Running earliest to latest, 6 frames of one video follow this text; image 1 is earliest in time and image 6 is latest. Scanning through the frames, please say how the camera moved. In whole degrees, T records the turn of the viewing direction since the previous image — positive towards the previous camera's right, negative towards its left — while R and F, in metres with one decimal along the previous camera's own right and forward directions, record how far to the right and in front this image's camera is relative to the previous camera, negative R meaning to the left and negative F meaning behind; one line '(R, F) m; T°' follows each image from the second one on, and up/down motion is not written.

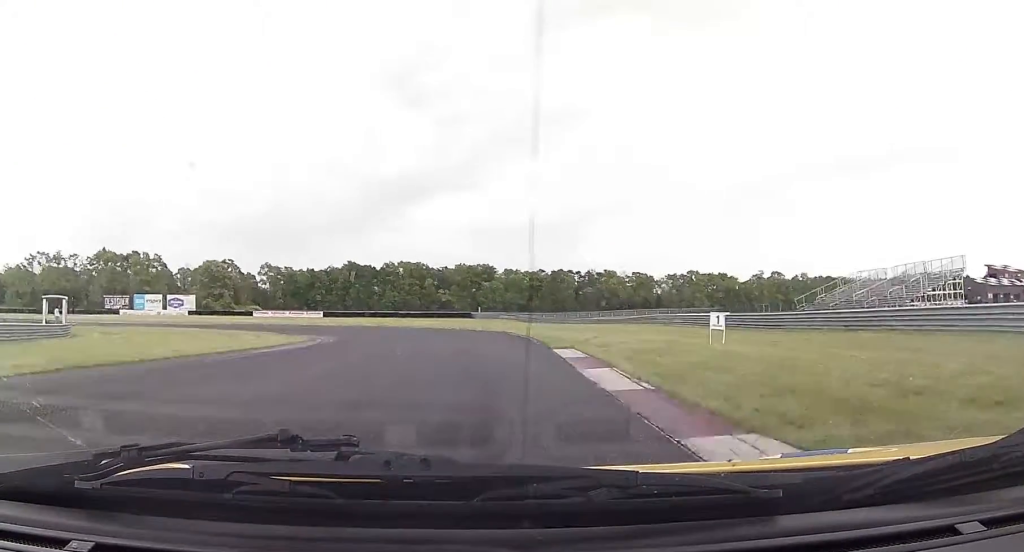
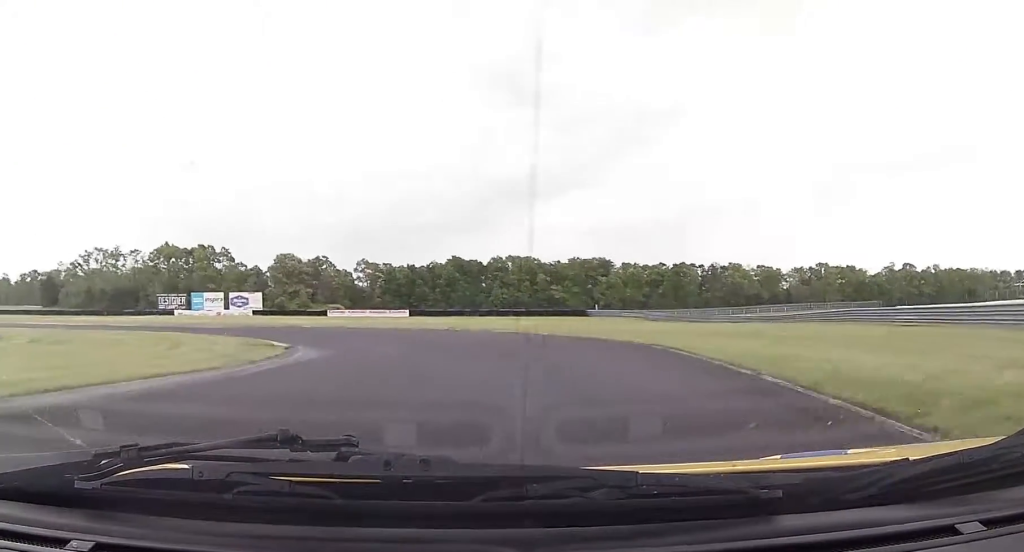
(-2.0, +20.5) m; -14°
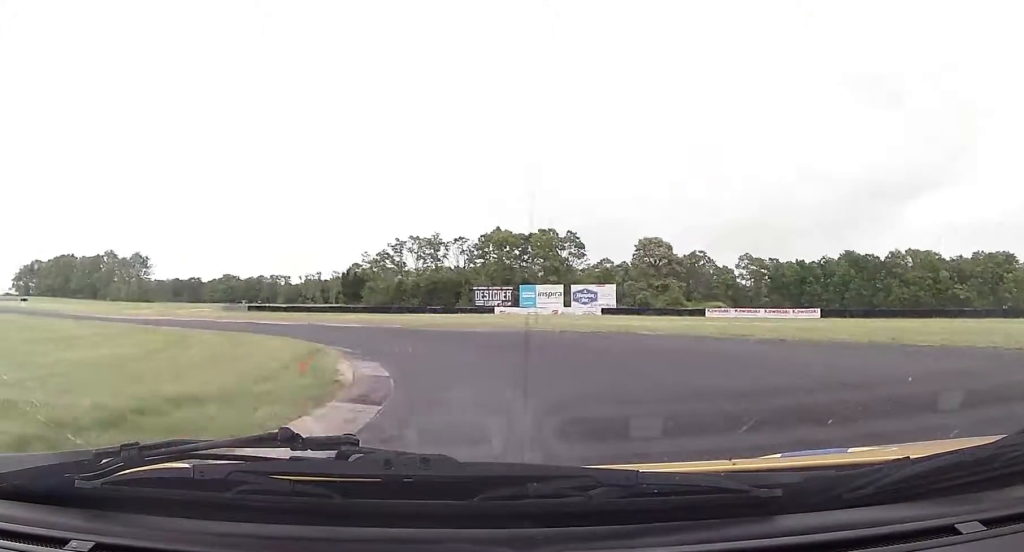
(-7.0, +31.6) m; -30°
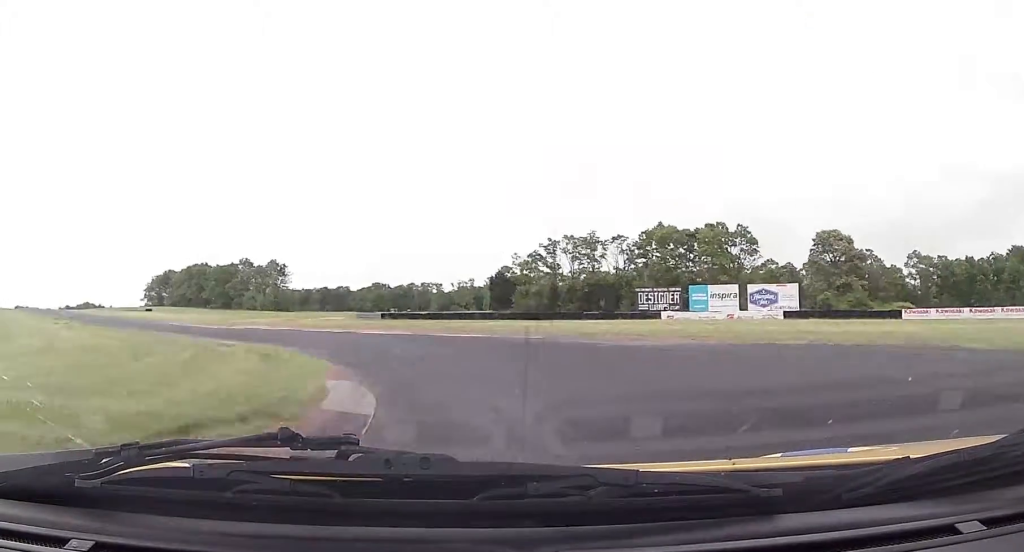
(-2.3, +12.0) m; -11°
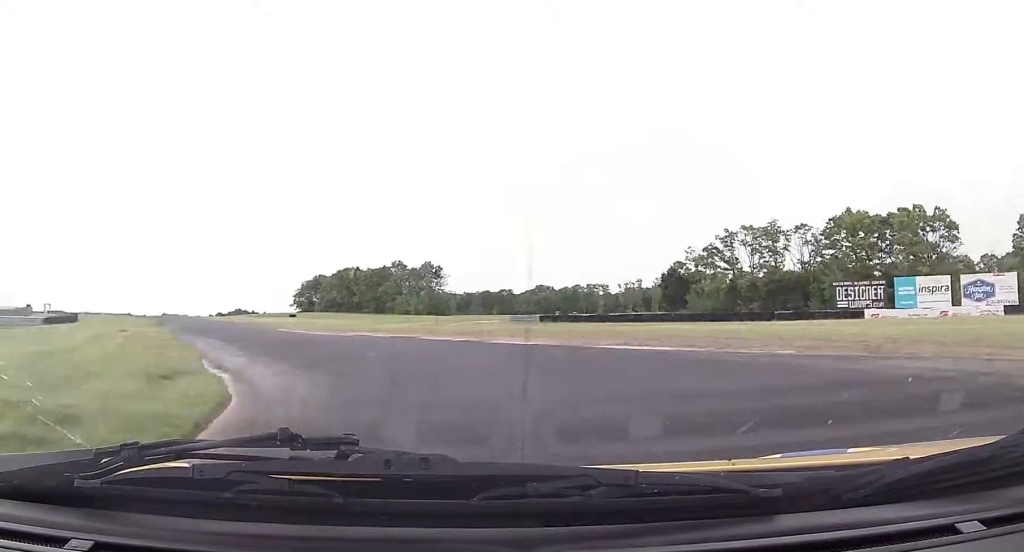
(-0.4, +13.1) m; -12°
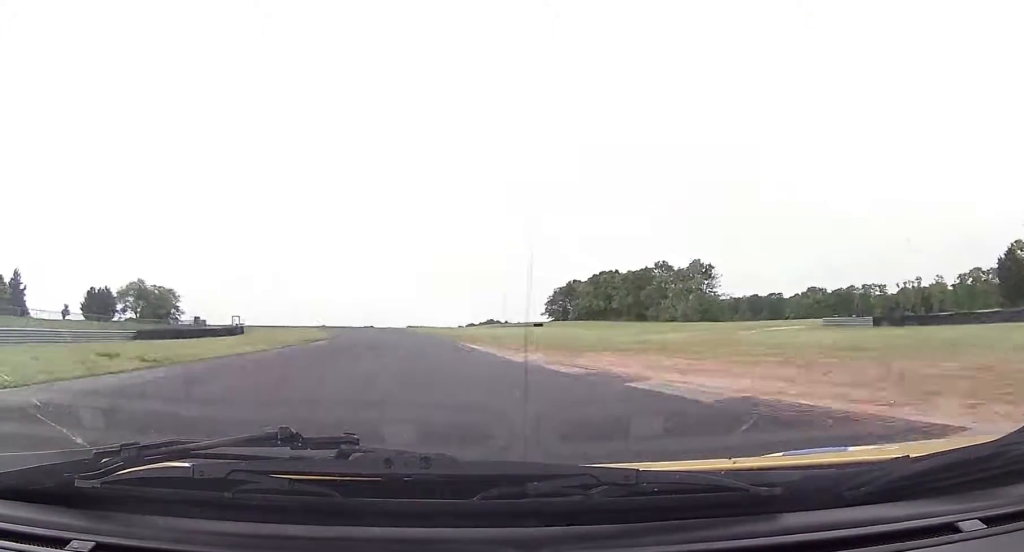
(-6.1, +29.7) m; -16°
